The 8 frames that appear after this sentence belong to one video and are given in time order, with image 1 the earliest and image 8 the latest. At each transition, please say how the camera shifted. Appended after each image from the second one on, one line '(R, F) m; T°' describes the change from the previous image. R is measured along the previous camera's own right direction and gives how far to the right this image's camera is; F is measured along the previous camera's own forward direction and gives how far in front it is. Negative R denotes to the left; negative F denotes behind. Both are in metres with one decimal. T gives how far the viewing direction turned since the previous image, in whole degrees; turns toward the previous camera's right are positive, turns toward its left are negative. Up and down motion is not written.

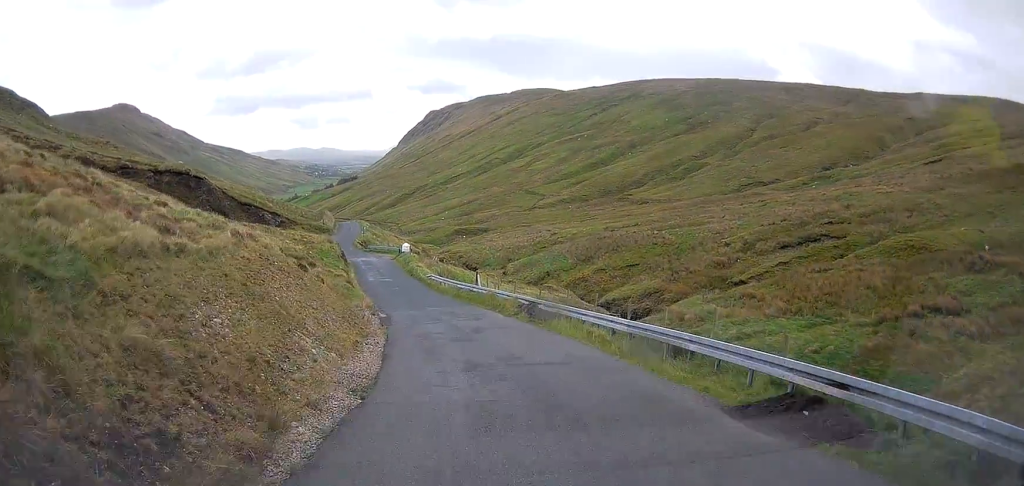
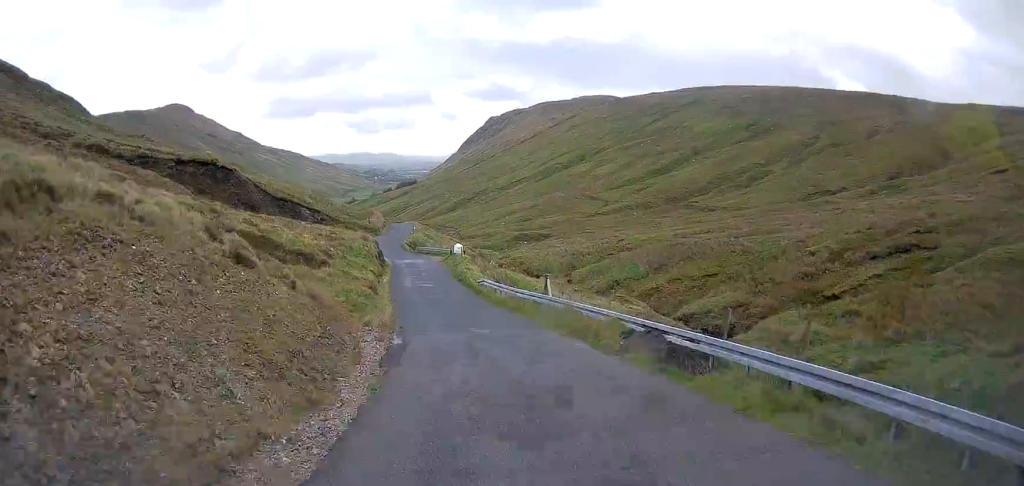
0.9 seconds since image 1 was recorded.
(-0.7, +10.8) m; -6°
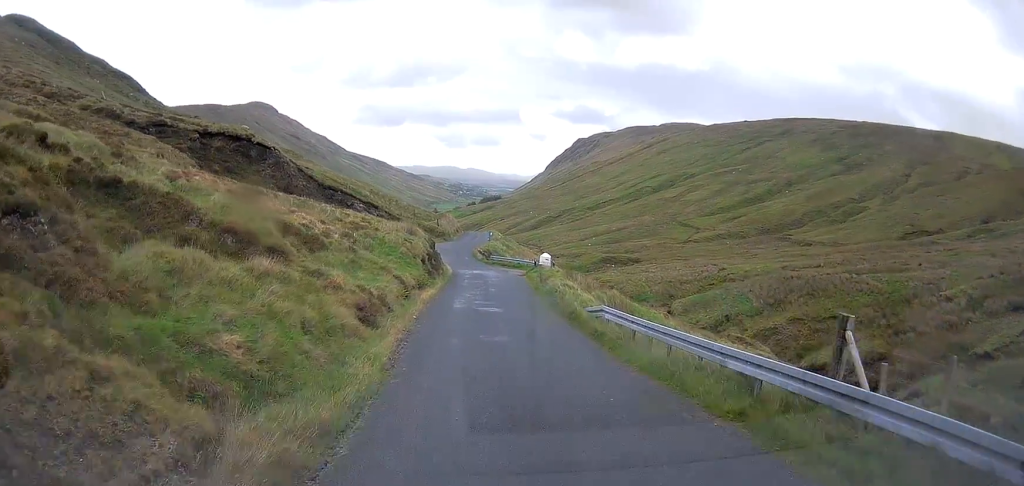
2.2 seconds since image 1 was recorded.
(-1.0, +17.1) m; -5°
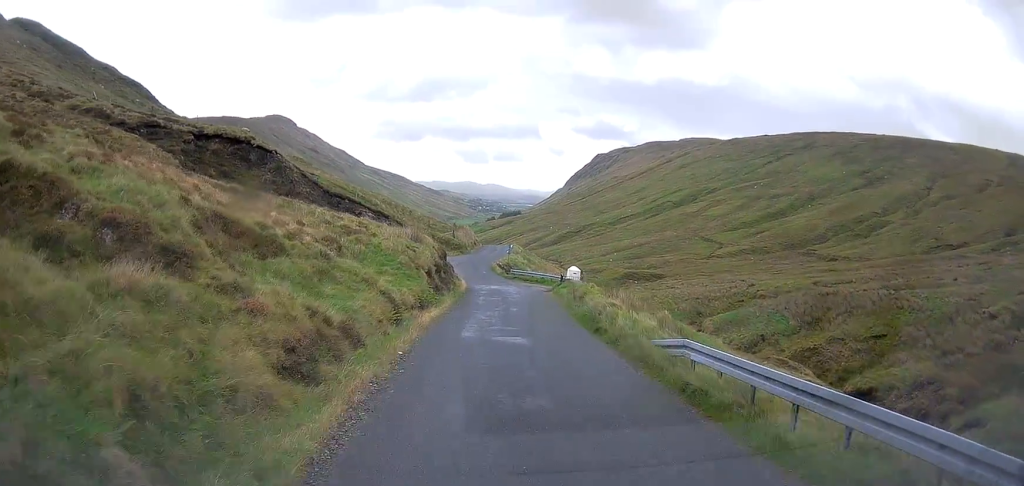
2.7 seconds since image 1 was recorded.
(-0.1, +6.2) m; -1°
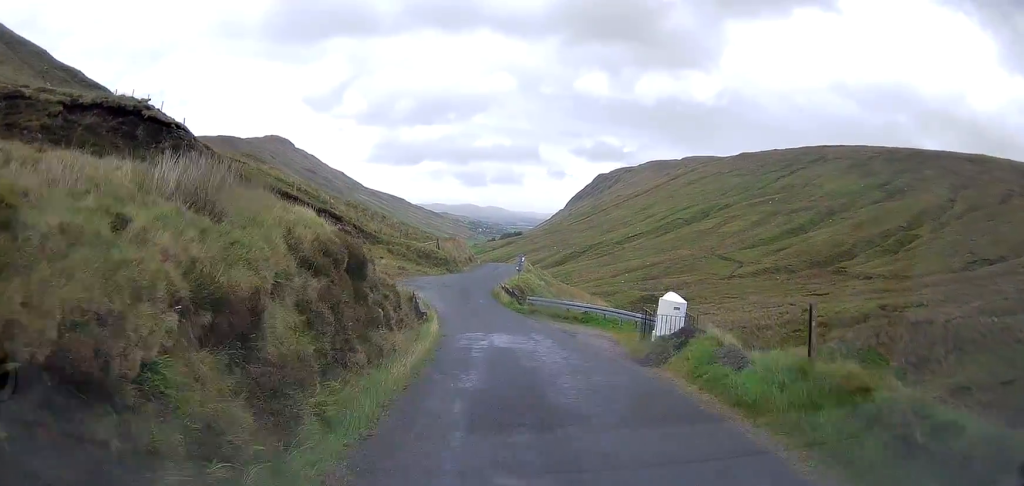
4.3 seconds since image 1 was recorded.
(-0.8, +24.6) m; -3°
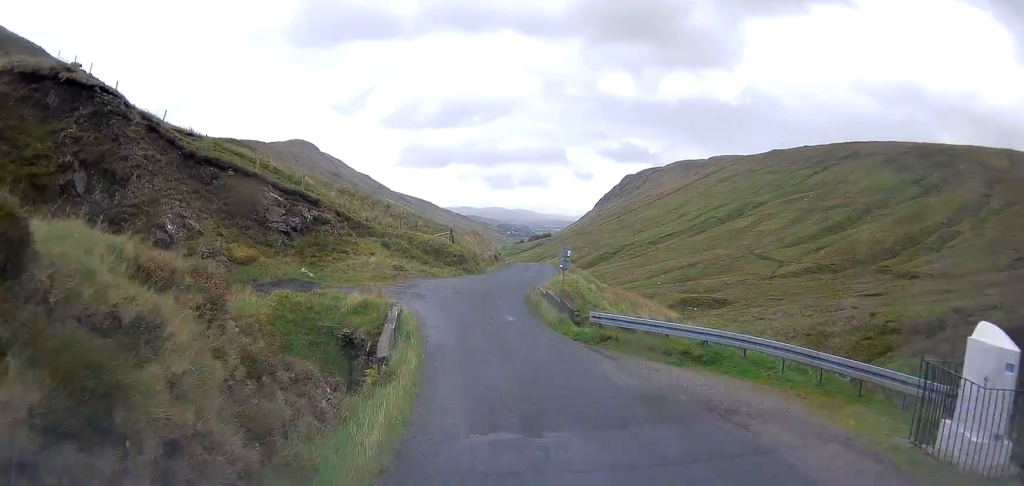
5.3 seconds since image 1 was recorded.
(-0.1, +15.2) m; -1°
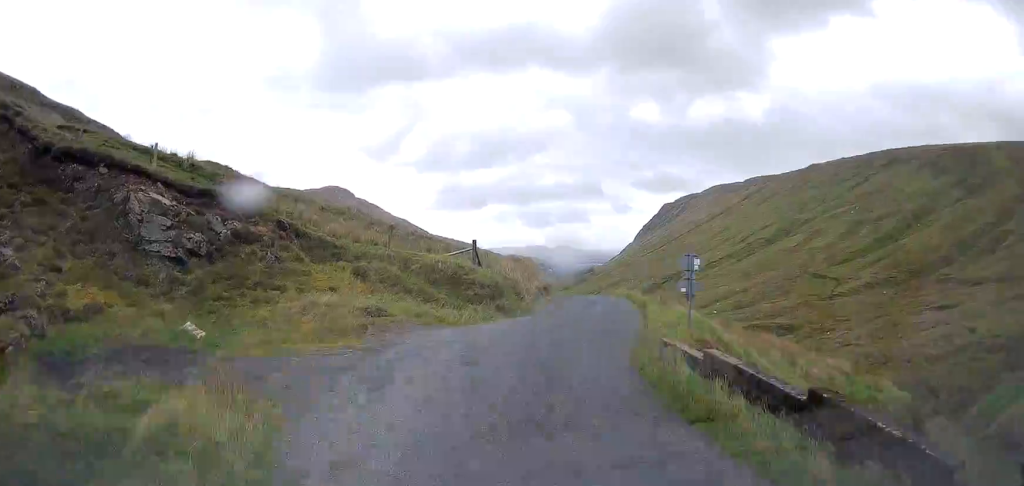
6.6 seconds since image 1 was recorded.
(-0.1, +17.5) m; -1°
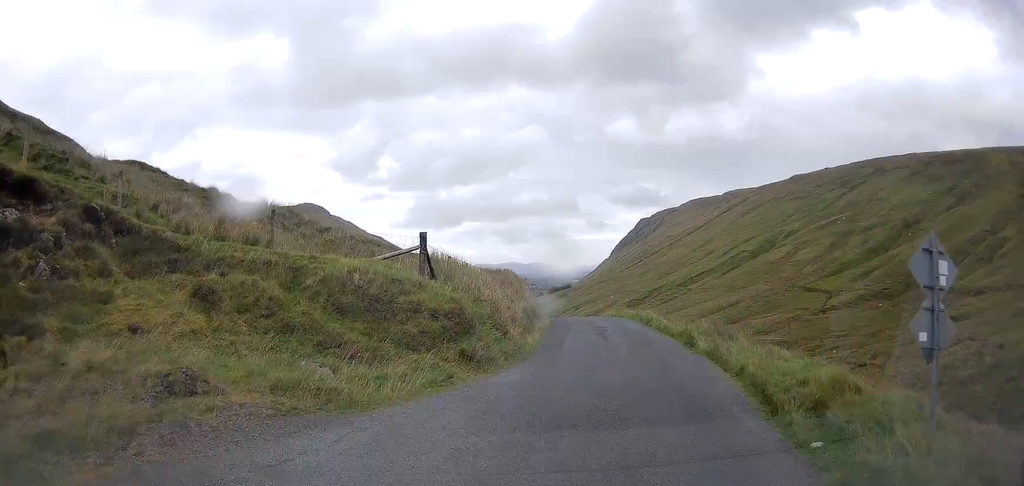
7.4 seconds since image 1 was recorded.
(-0.1, +11.3) m; 0°
